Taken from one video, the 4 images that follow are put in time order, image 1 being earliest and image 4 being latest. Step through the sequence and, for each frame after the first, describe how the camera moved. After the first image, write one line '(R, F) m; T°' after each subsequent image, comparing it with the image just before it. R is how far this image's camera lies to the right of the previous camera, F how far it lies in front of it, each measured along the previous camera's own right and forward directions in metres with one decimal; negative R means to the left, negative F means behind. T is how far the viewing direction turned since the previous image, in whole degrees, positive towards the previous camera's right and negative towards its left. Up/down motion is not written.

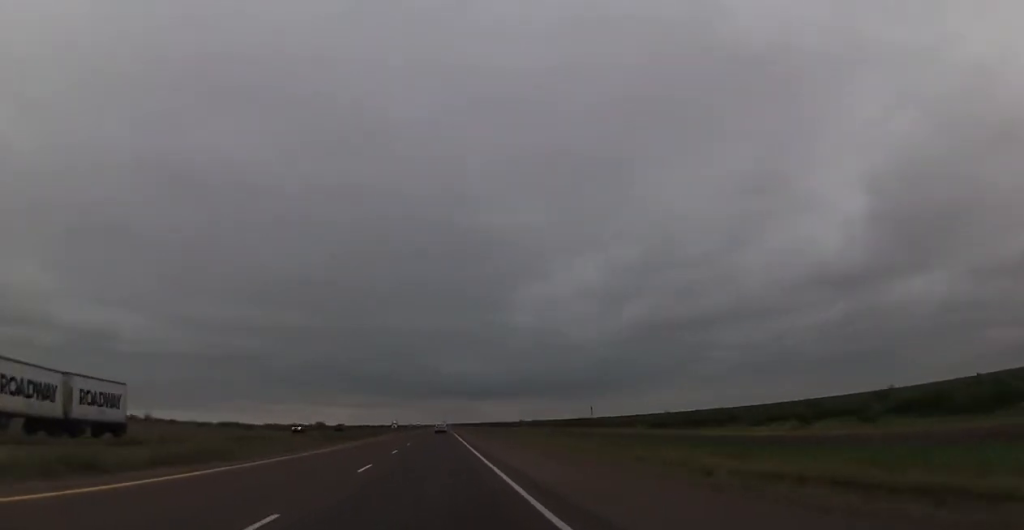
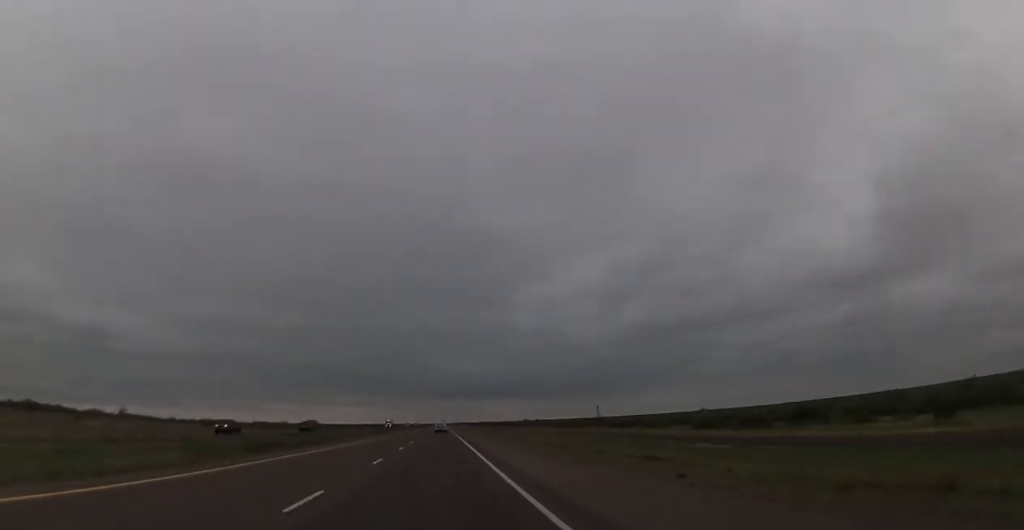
(0.0, +20.7) m; 0°
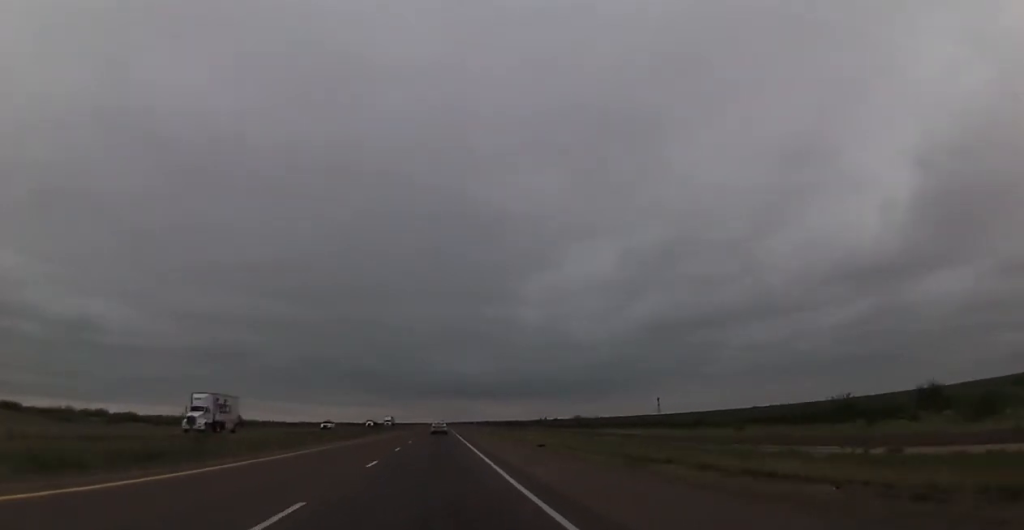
(-0.2, +135.3) m; 0°
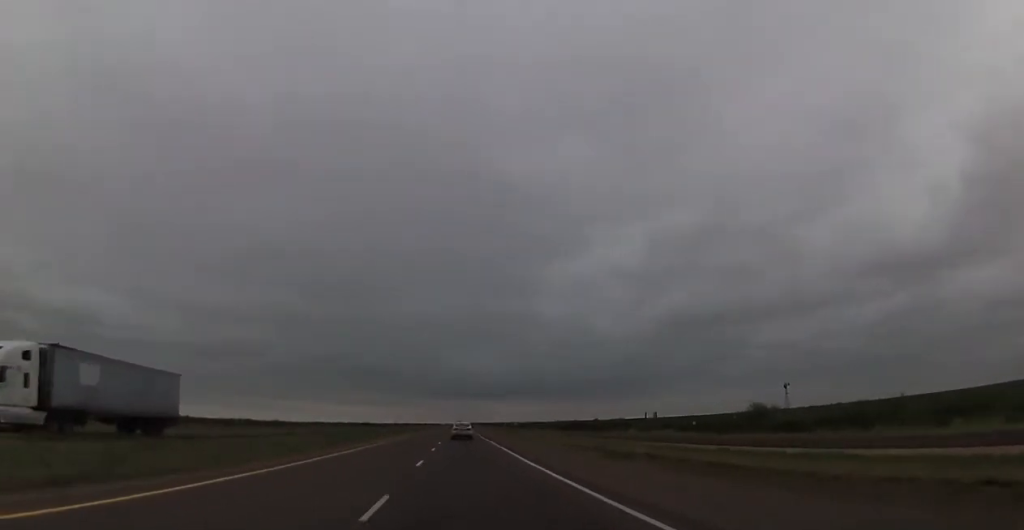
(-0.5, +119.3) m; -1°
